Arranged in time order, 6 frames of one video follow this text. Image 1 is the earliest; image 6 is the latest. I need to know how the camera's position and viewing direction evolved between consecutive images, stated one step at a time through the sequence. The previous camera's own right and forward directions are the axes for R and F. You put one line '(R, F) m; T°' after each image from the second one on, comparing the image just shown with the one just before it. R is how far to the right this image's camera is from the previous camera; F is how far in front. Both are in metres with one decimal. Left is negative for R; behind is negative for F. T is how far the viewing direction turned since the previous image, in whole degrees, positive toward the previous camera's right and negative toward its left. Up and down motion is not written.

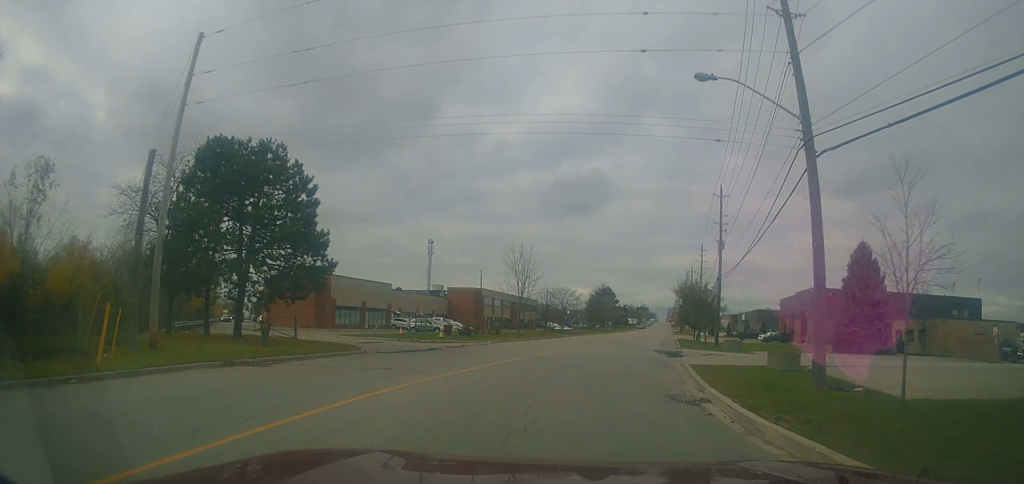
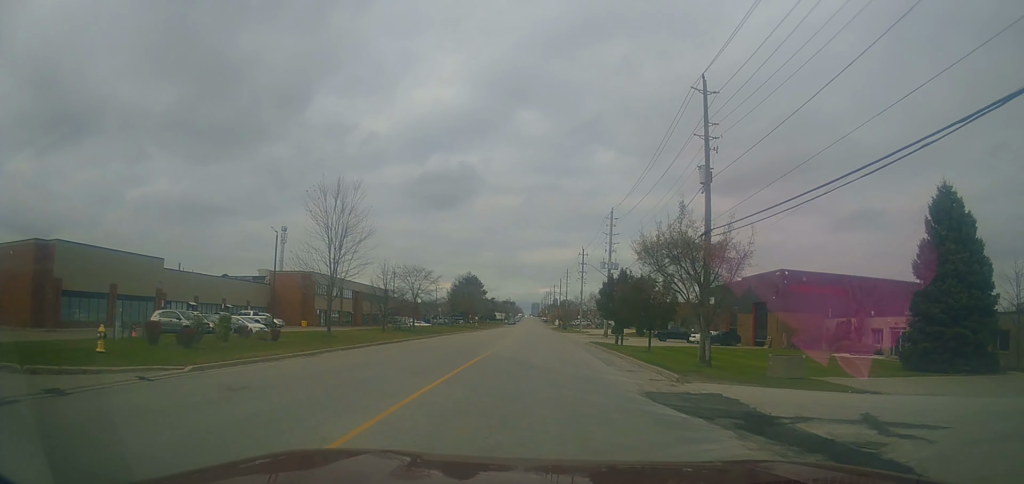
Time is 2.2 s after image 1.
(+2.1, +25.3) m; +13°
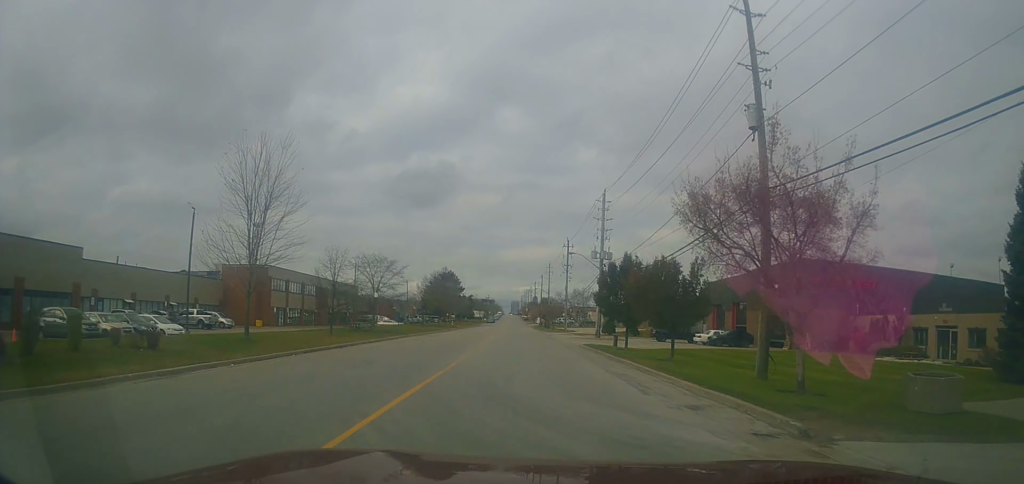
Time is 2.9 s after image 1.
(+0.3, +8.7) m; +4°
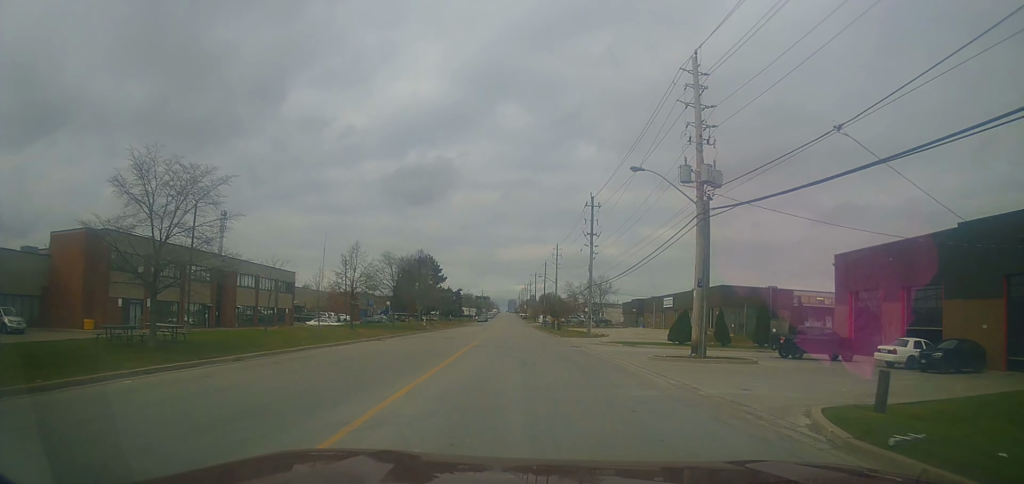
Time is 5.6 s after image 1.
(+0.9, +31.8) m; +3°
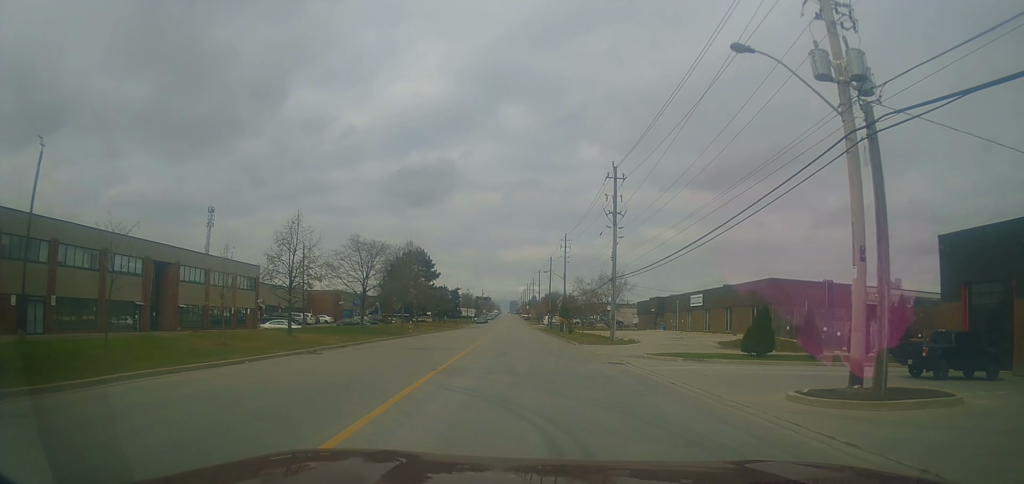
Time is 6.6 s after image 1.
(+0.4, +12.7) m; 0°
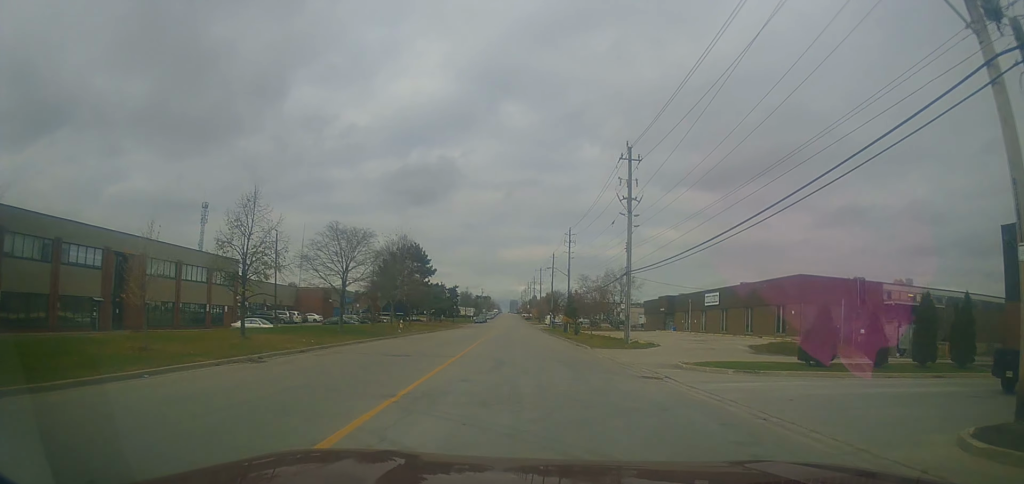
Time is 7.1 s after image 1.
(+0.1, +5.8) m; -1°
